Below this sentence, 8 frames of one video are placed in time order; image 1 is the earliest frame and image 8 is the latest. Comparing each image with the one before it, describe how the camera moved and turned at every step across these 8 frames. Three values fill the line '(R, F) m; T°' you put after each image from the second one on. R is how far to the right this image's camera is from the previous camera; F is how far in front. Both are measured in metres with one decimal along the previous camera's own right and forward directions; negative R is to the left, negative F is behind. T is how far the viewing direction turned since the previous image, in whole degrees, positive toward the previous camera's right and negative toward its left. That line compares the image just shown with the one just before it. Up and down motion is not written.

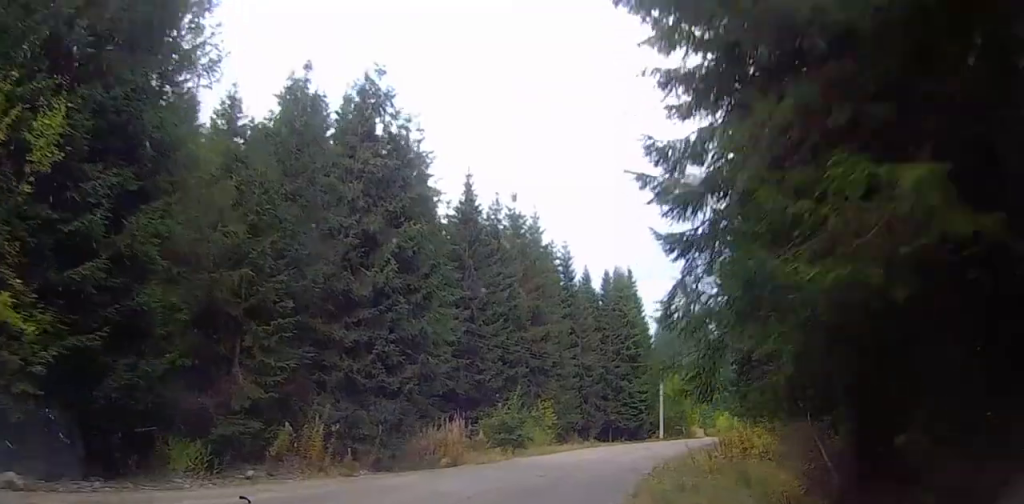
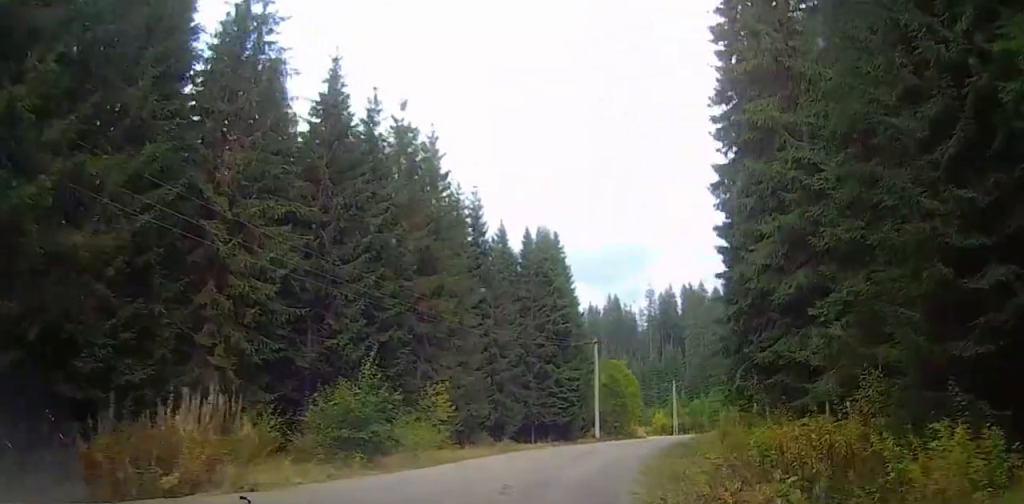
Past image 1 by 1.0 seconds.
(+0.1, +17.1) m; +5°
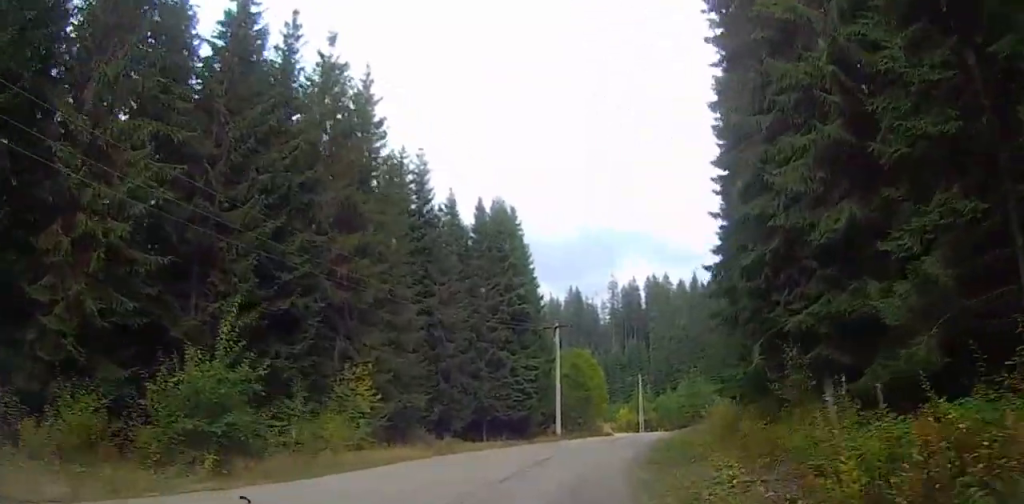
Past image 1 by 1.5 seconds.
(+0.3, +7.6) m; +4°
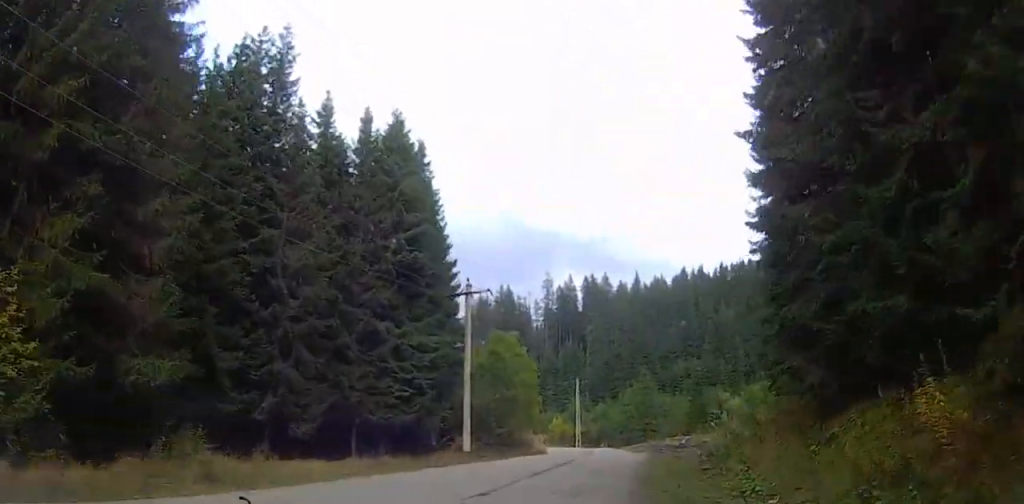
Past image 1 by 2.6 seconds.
(+1.9, +17.7) m; +10°
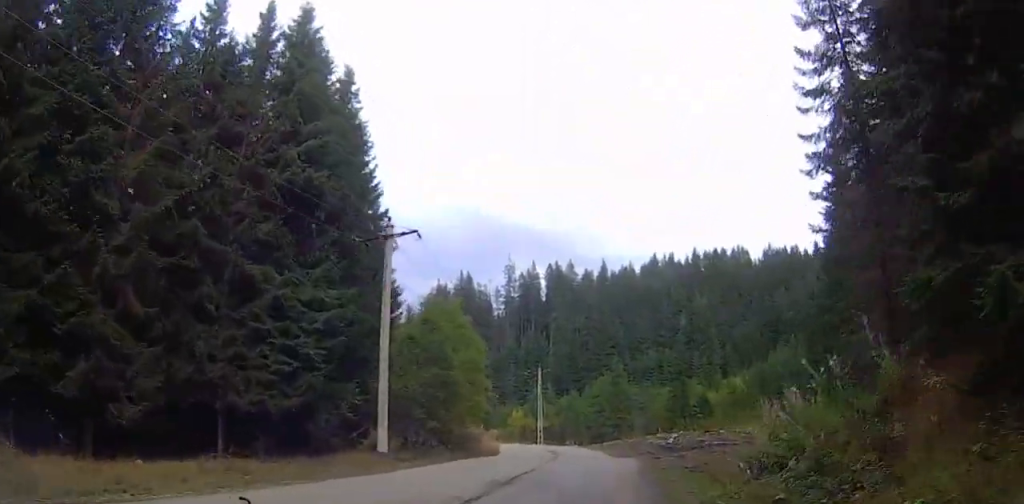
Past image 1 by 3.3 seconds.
(+0.6, +10.7) m; +3°
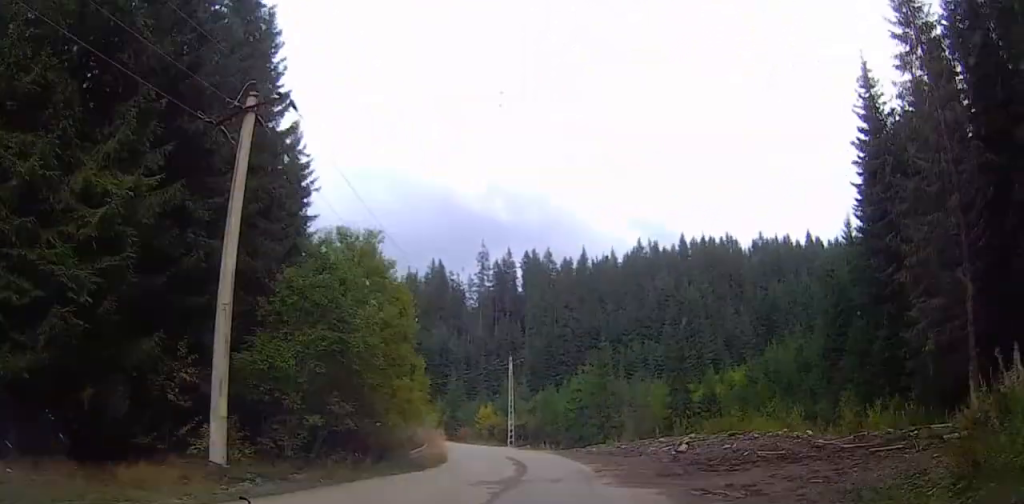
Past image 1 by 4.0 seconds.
(0.0, +12.4) m; -3°
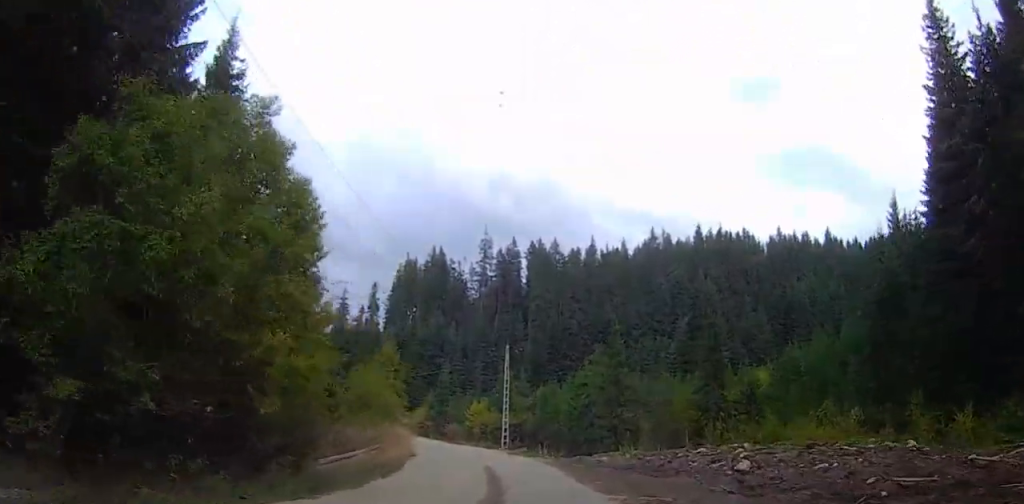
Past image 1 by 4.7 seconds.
(-0.5, +10.8) m; -2°
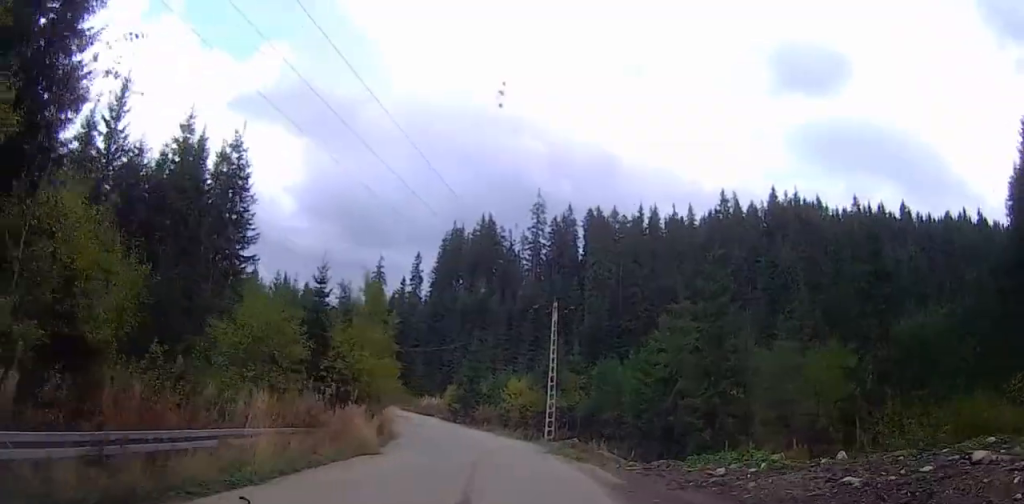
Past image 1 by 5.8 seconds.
(-0.5, +17.2) m; -1°
